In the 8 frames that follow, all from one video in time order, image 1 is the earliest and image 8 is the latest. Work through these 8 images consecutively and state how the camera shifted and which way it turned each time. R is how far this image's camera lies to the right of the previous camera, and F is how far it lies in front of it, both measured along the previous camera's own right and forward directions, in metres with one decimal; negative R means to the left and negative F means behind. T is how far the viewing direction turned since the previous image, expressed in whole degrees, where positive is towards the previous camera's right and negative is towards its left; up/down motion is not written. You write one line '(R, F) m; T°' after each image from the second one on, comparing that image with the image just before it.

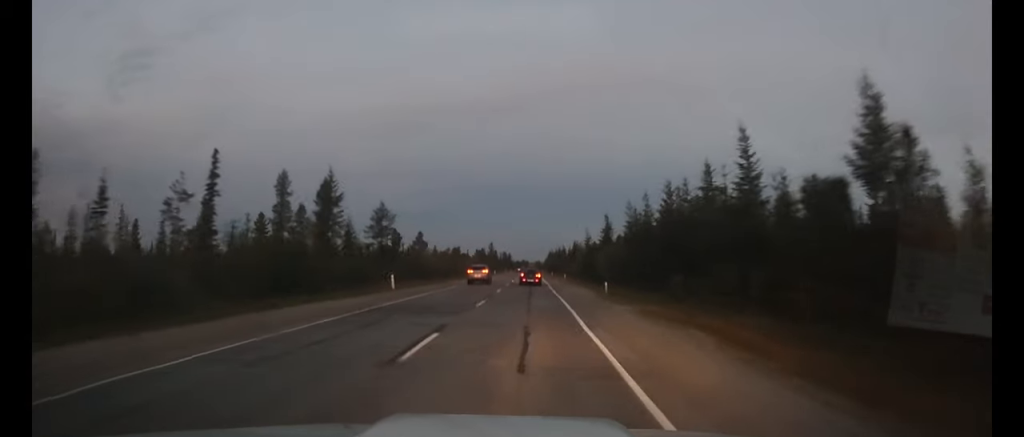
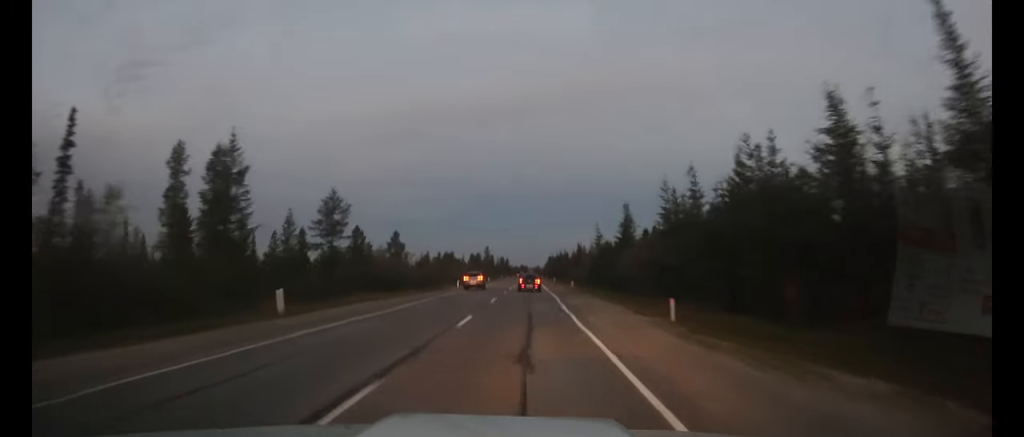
(0.0, +16.4) m; 0°
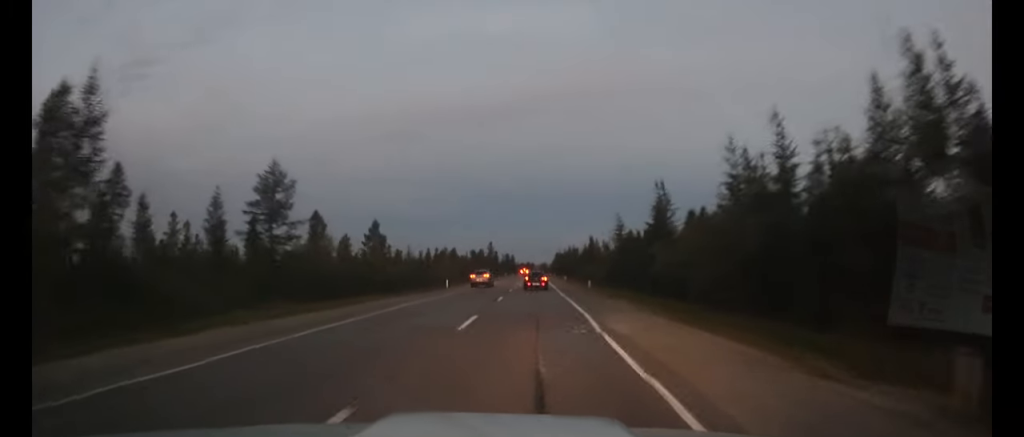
(0.0, +13.3) m; 0°
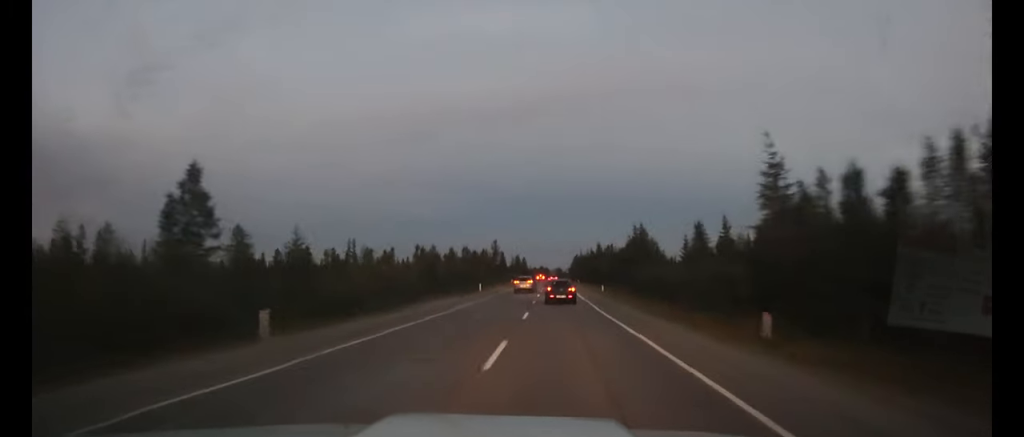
(-0.3, +38.4) m; -1°
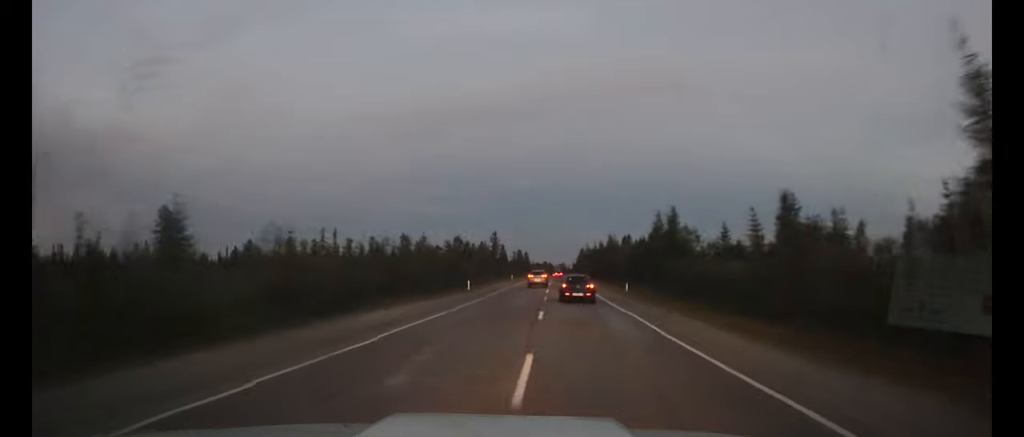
(-0.1, +13.9) m; 0°
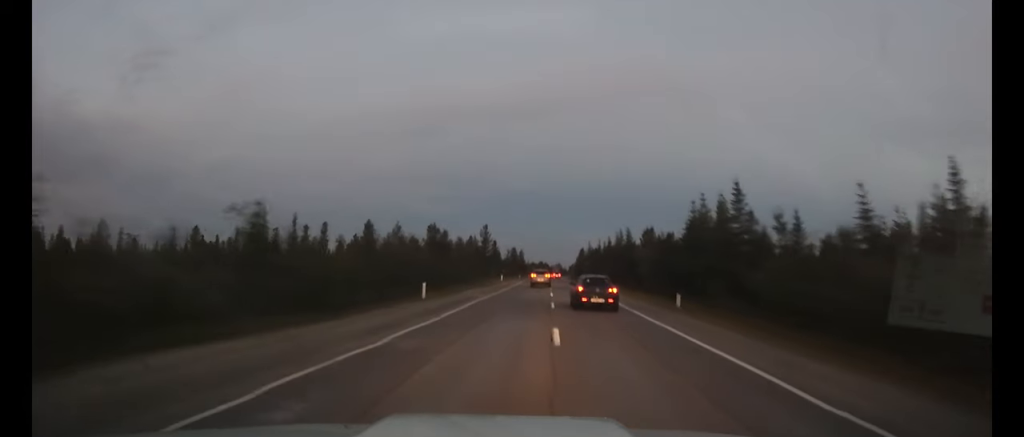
(-0.1, +17.9) m; 0°
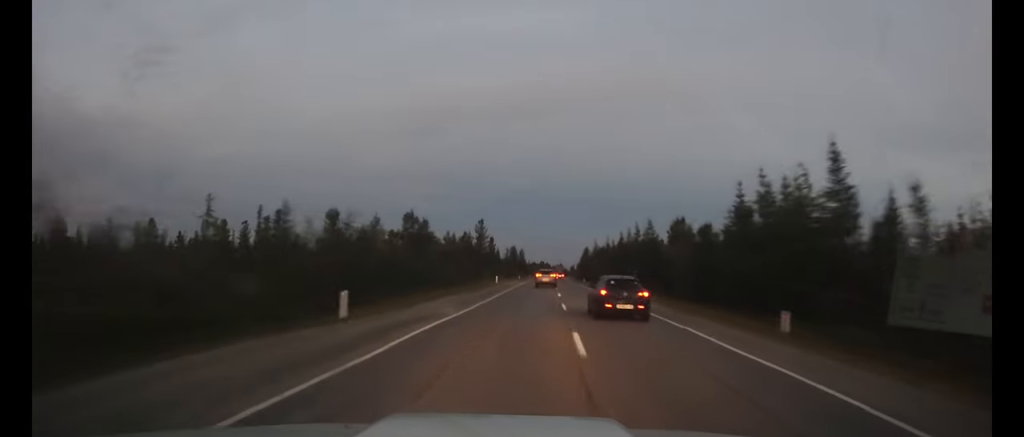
(0.0, +12.7) m; 0°
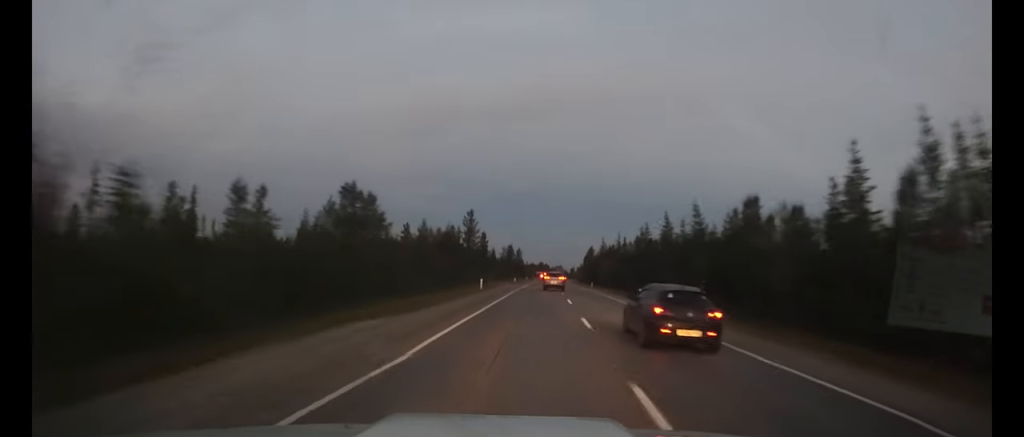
(+0.1, +17.7) m; 0°
